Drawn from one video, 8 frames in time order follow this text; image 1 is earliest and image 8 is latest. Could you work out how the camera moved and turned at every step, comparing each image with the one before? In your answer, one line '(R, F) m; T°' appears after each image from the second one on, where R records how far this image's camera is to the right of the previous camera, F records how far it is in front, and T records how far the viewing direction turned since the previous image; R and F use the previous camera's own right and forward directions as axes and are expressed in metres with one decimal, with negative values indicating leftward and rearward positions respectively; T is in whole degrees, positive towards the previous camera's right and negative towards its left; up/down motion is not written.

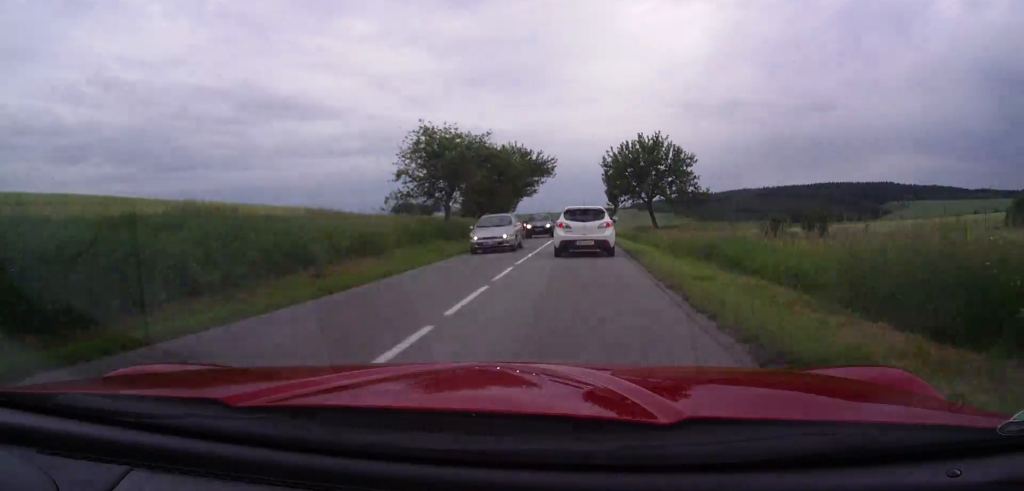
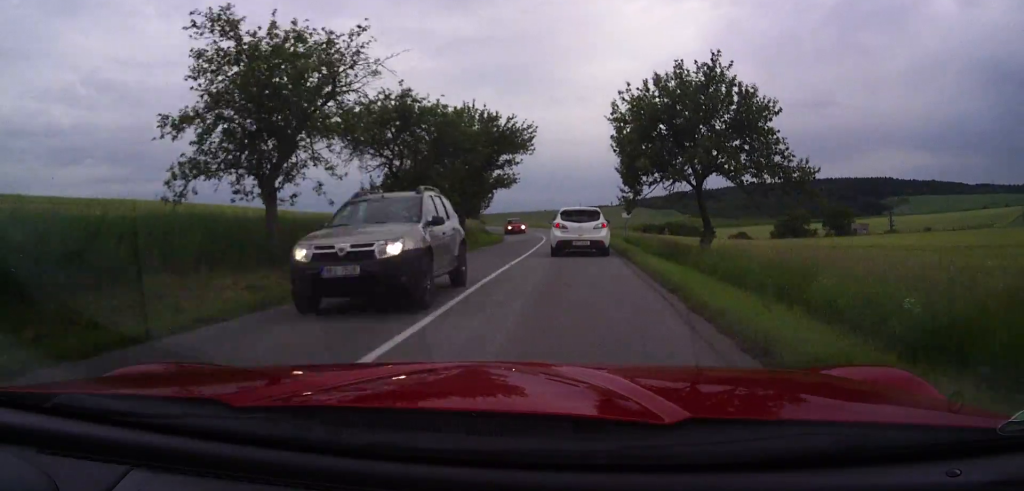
(-0.1, +20.6) m; 0°
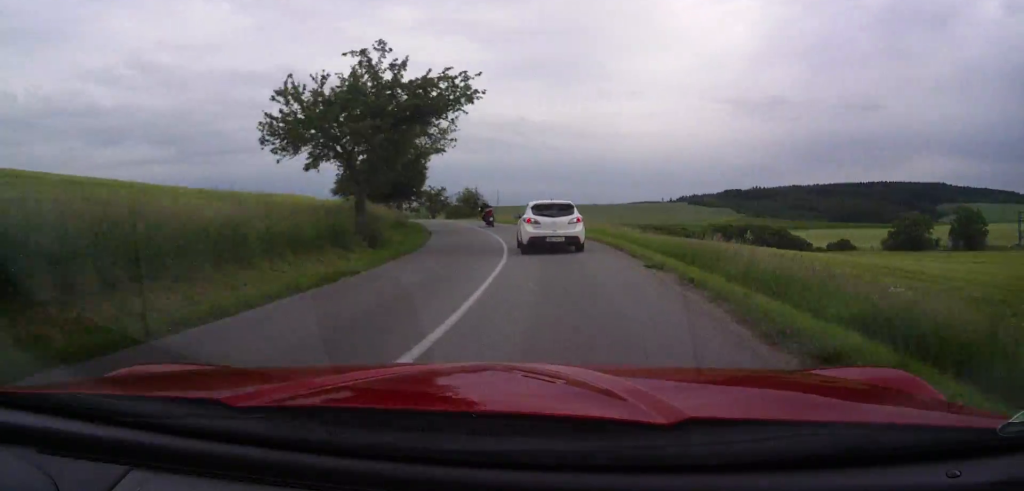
(-0.7, +45.0) m; -4°
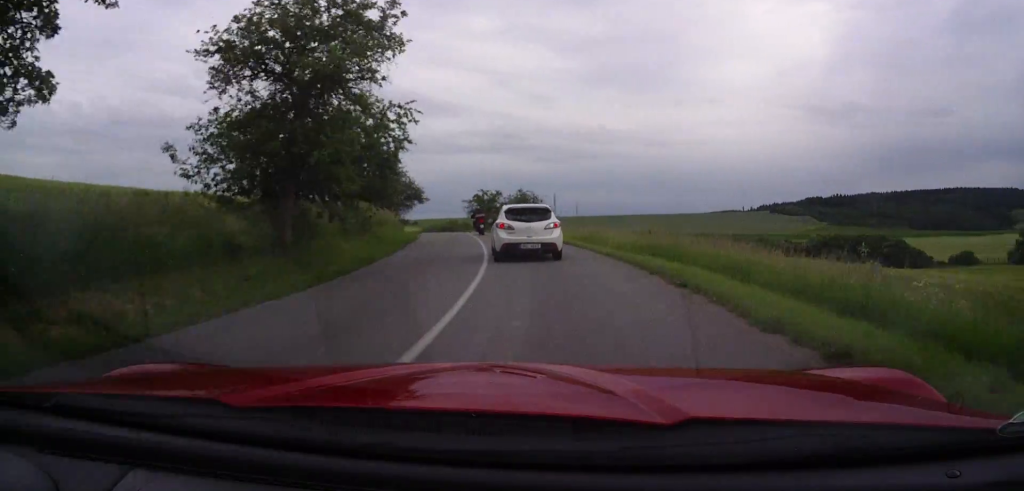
(-0.6, +20.0) m; -6°
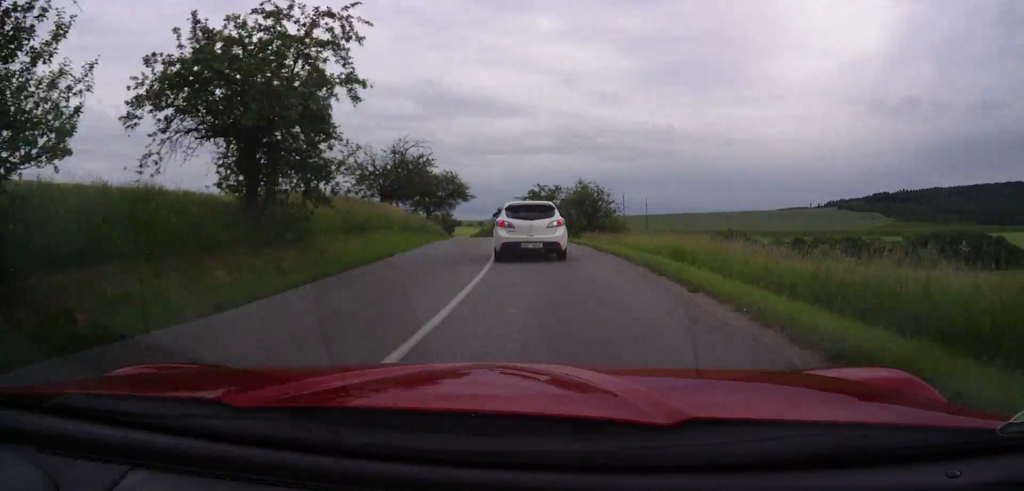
(-1.0, +12.8) m; -5°
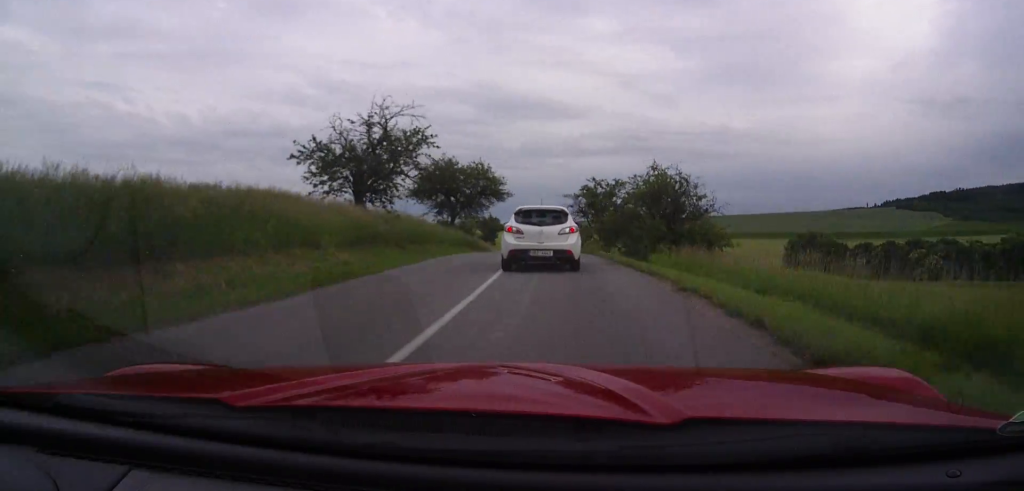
(-0.7, +15.6) m; -4°
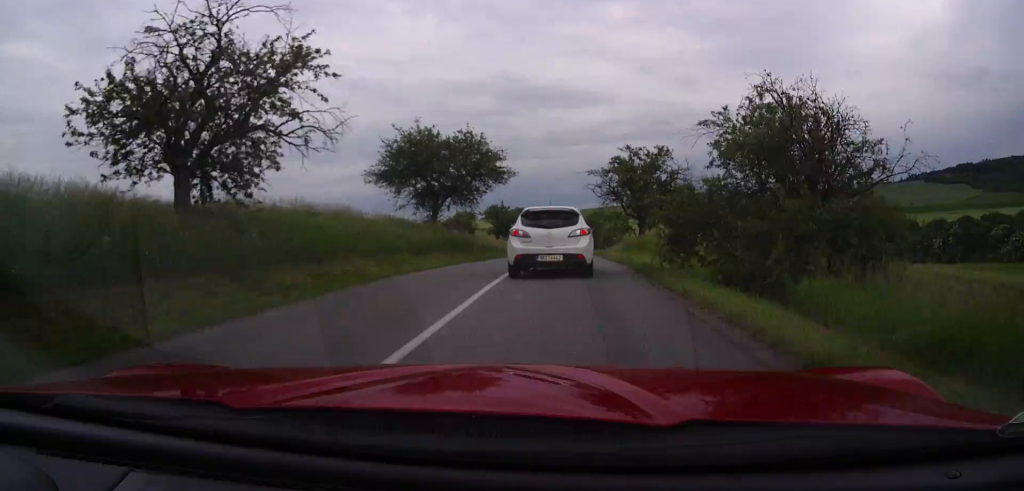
(-0.5, +16.9) m; -3°
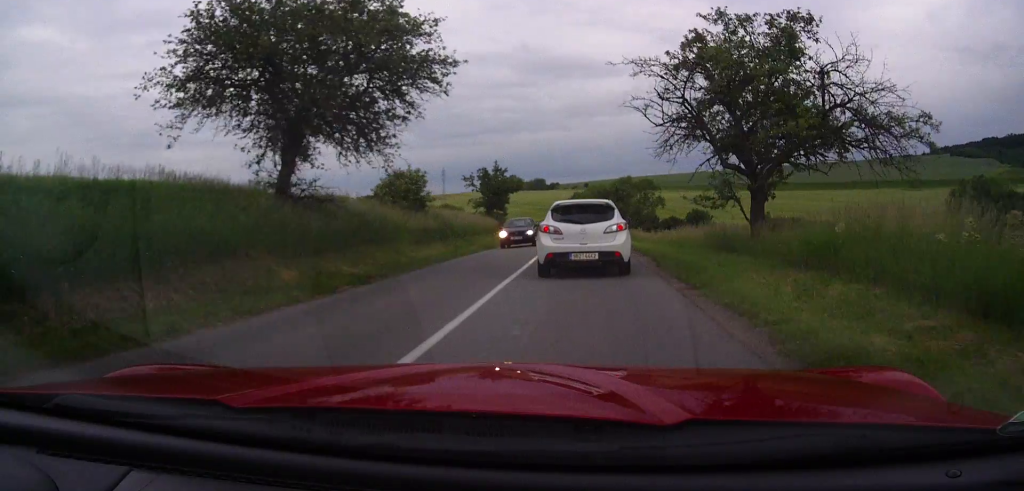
(-0.8, +21.5) m; -5°
